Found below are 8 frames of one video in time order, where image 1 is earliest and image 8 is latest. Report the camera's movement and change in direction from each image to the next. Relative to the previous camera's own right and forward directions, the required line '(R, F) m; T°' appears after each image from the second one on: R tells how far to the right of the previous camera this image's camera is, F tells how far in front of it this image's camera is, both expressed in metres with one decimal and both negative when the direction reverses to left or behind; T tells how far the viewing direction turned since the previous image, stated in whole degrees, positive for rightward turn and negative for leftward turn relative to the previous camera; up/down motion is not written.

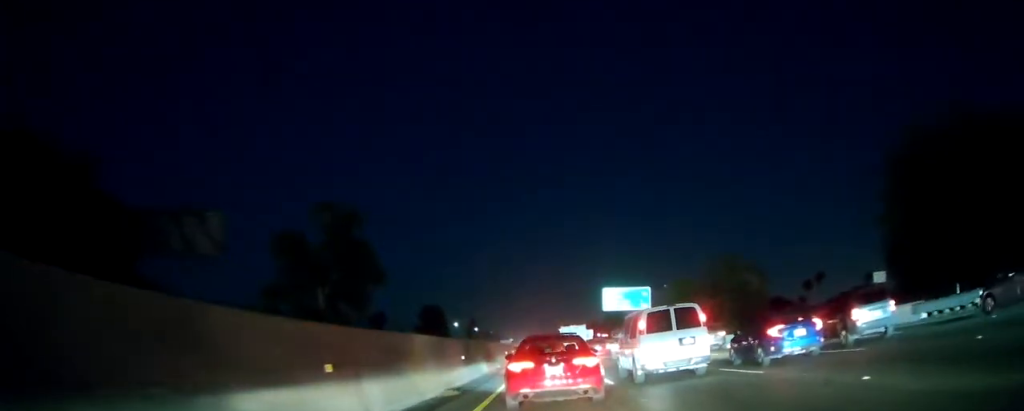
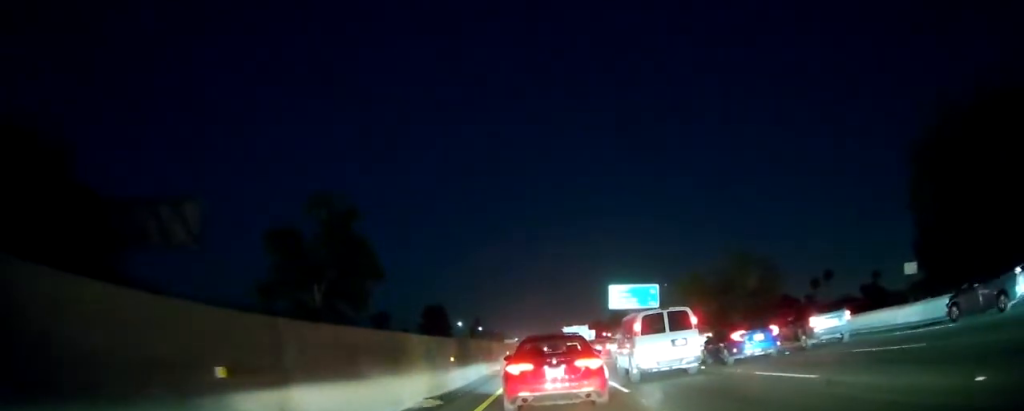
(0.0, +3.8) m; -1°
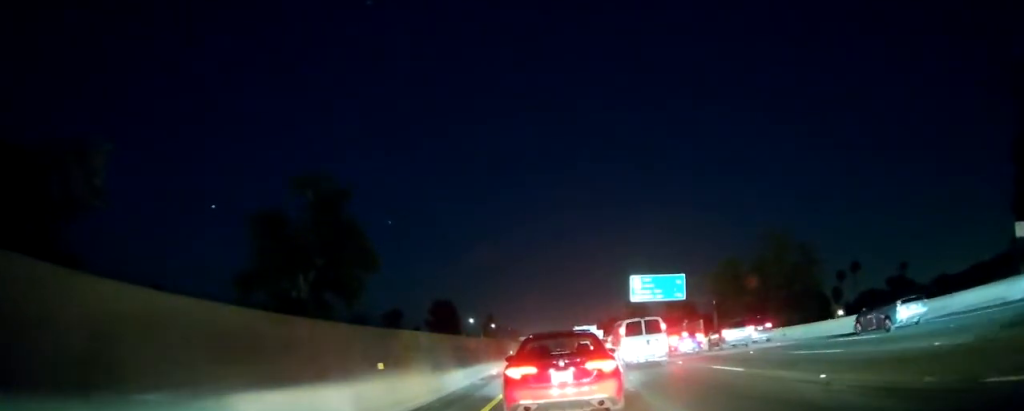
(+0.2, +10.1) m; +2°
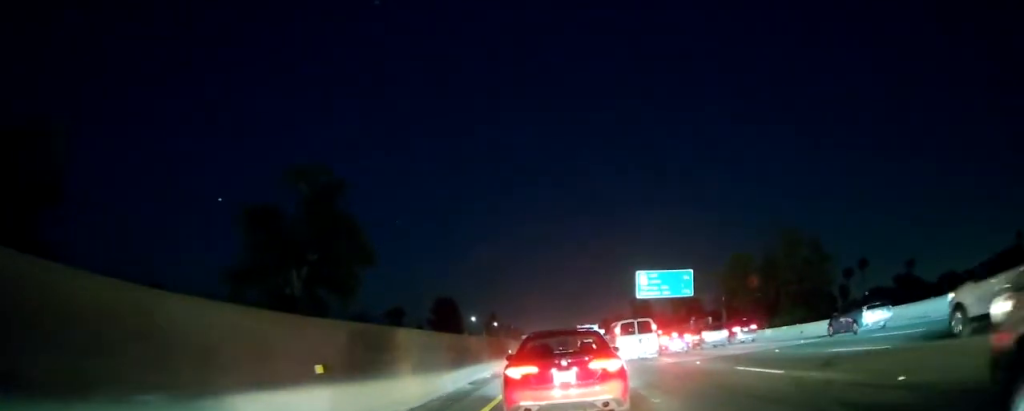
(-0.1, +3.1) m; -2°
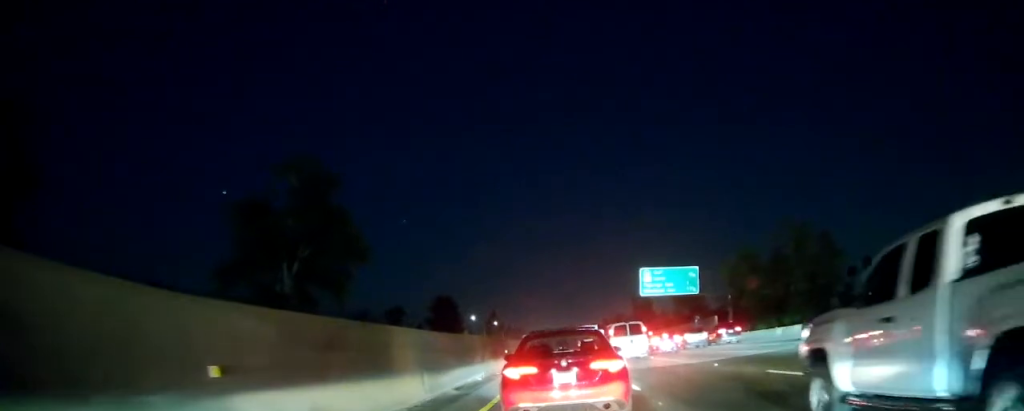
(-0.1, +2.8) m; -1°
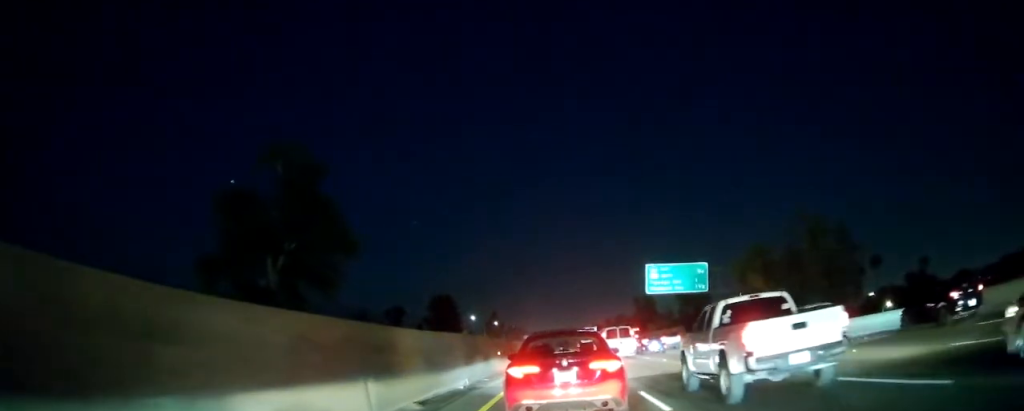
(0.0, +4.5) m; 0°
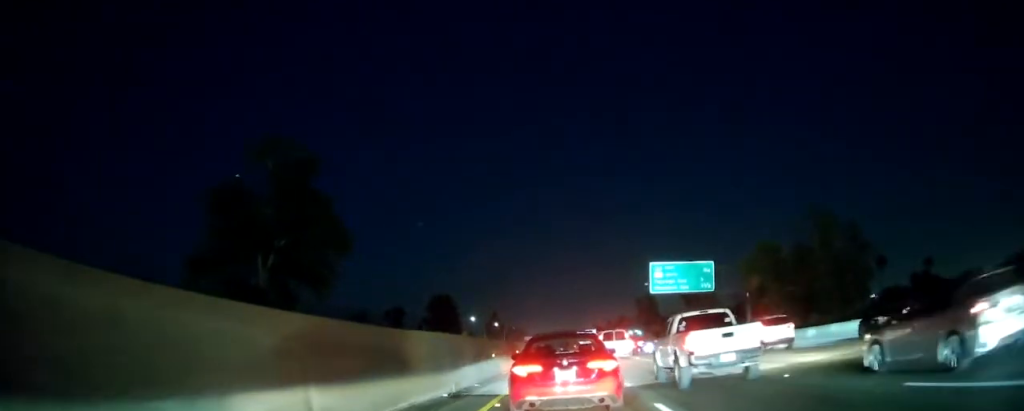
(0.0, +2.5) m; 0°
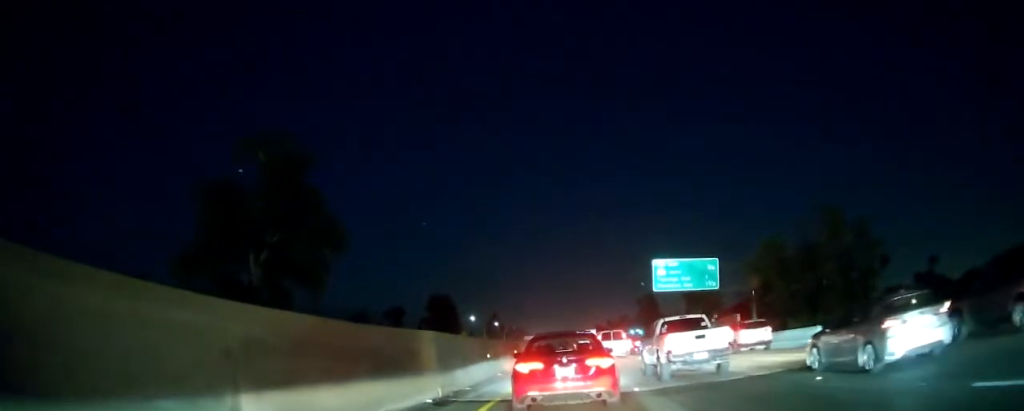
(0.0, +1.7) m; 0°
